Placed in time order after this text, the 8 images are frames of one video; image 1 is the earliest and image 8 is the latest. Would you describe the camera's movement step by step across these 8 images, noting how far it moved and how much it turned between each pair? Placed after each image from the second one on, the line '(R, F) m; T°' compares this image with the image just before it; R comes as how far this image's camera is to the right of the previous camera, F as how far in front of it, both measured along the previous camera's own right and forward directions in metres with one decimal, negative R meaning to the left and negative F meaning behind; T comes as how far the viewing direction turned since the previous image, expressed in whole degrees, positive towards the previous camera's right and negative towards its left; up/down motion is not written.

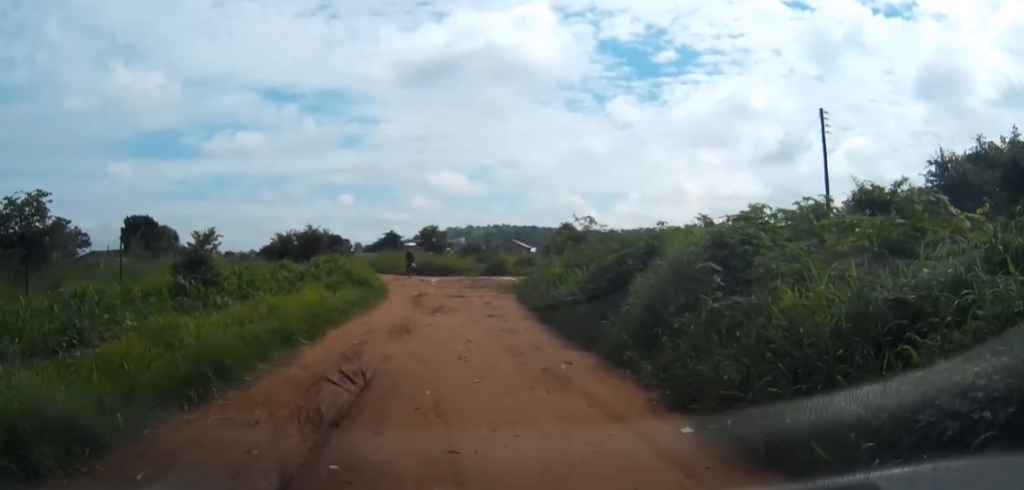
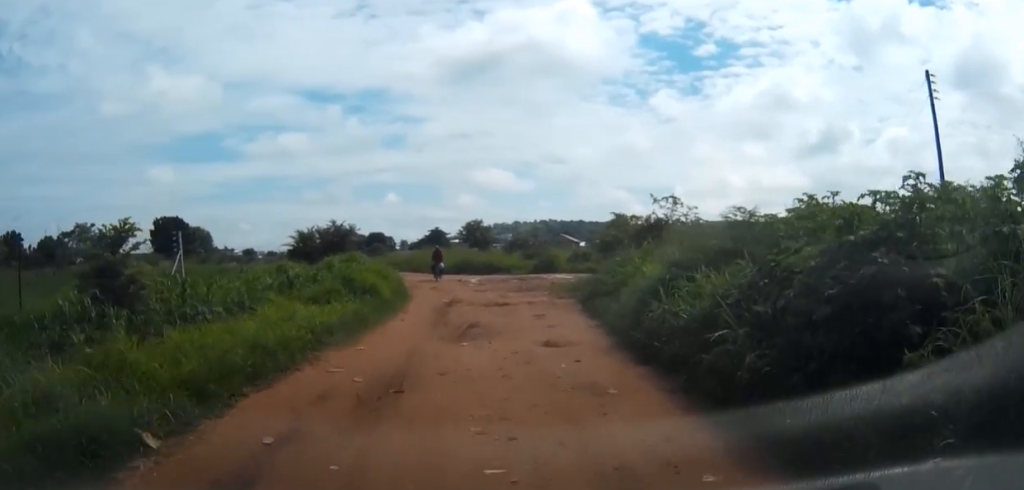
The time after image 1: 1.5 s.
(0.0, +5.9) m; -4°
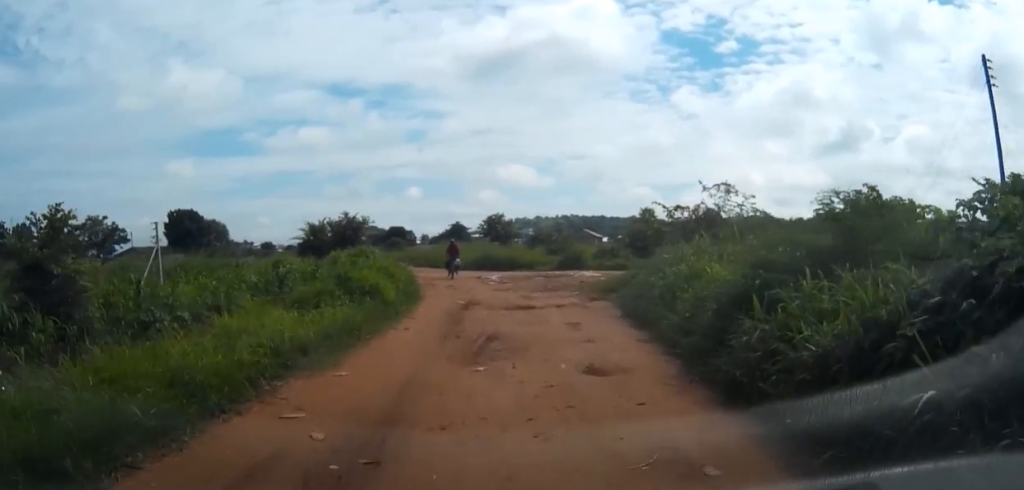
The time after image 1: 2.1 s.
(-0.2, +2.8) m; -2°
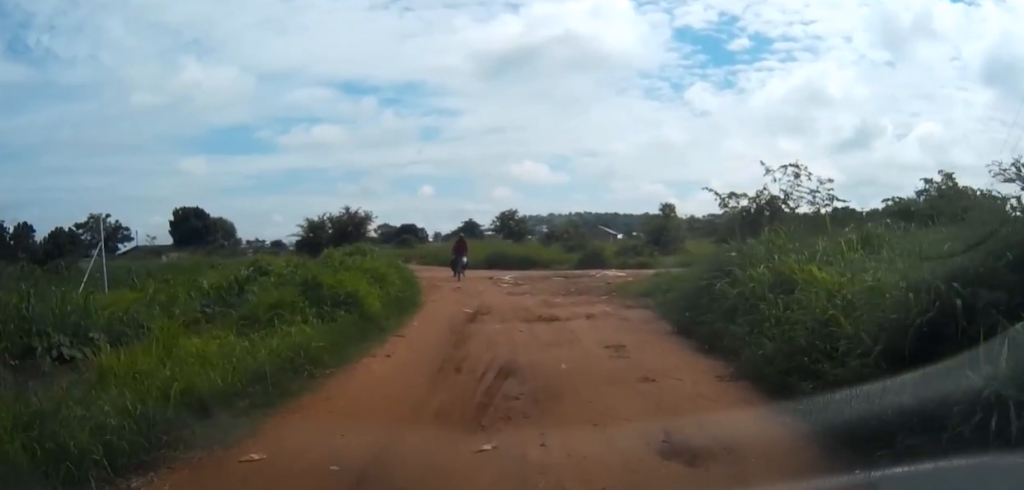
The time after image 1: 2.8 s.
(-0.1, +3.5) m; -1°
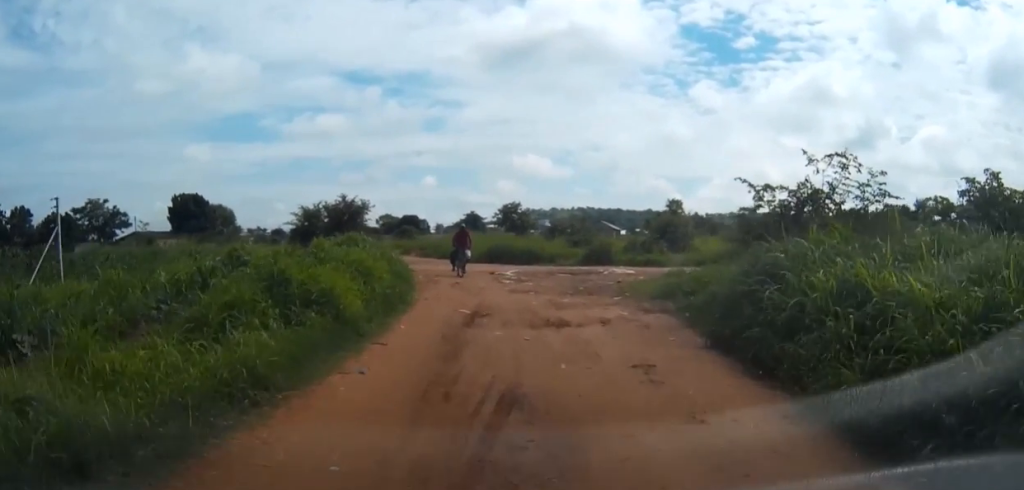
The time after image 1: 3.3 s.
(0.0, +2.0) m; 0°
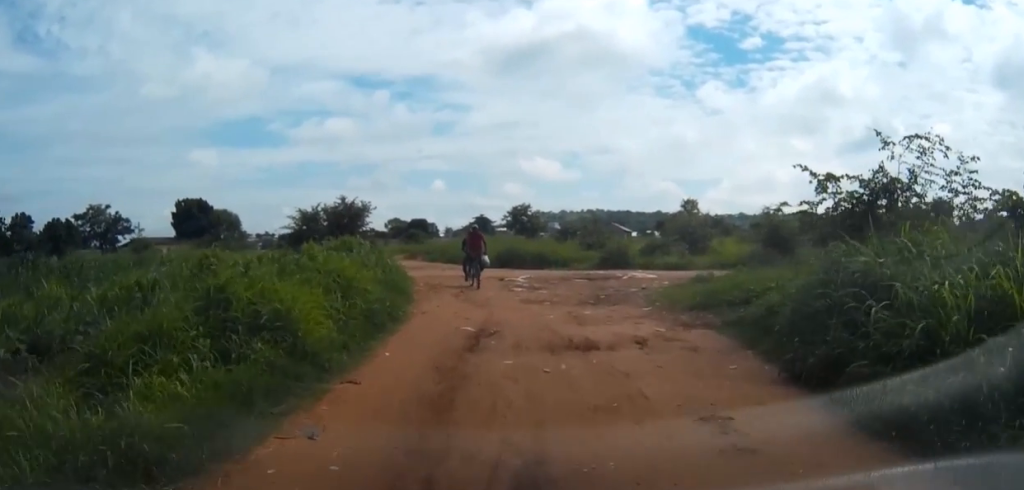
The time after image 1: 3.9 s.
(0.0, +2.5) m; -2°
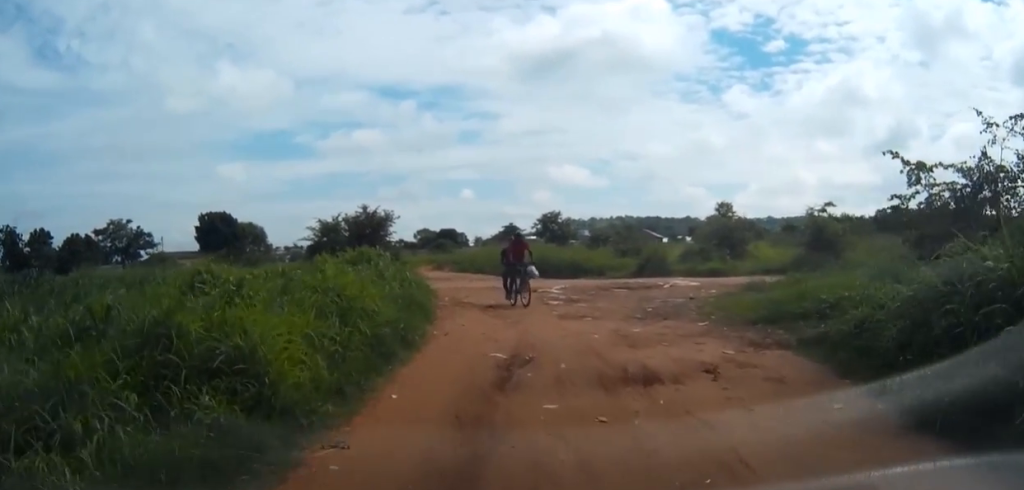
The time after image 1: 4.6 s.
(0.0, +2.2) m; -2°
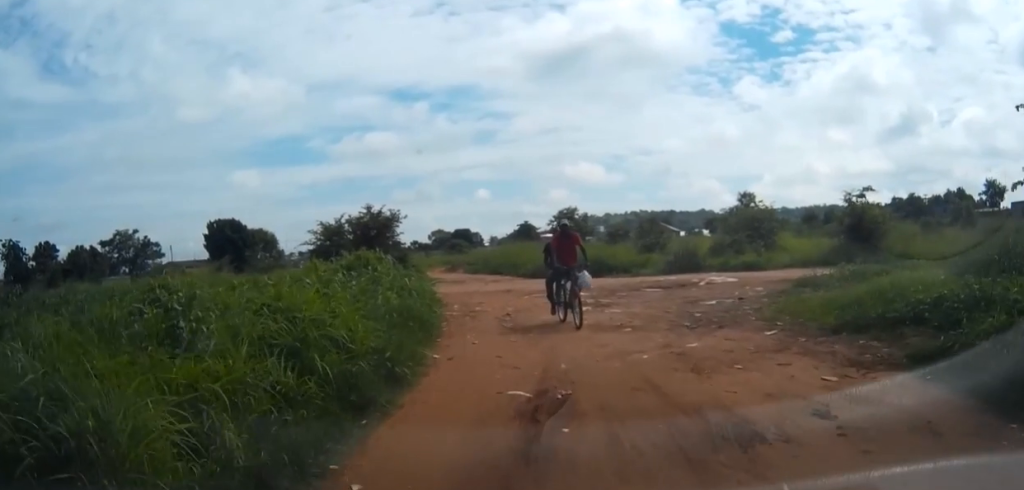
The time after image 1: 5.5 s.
(-0.2, +2.6) m; -2°
